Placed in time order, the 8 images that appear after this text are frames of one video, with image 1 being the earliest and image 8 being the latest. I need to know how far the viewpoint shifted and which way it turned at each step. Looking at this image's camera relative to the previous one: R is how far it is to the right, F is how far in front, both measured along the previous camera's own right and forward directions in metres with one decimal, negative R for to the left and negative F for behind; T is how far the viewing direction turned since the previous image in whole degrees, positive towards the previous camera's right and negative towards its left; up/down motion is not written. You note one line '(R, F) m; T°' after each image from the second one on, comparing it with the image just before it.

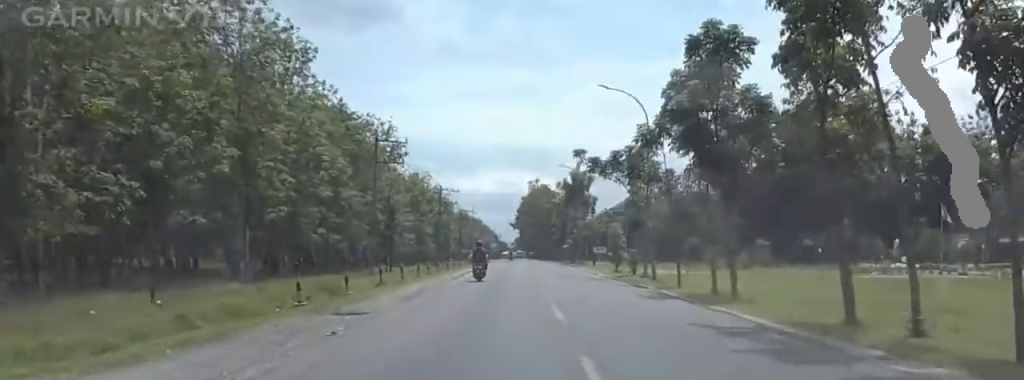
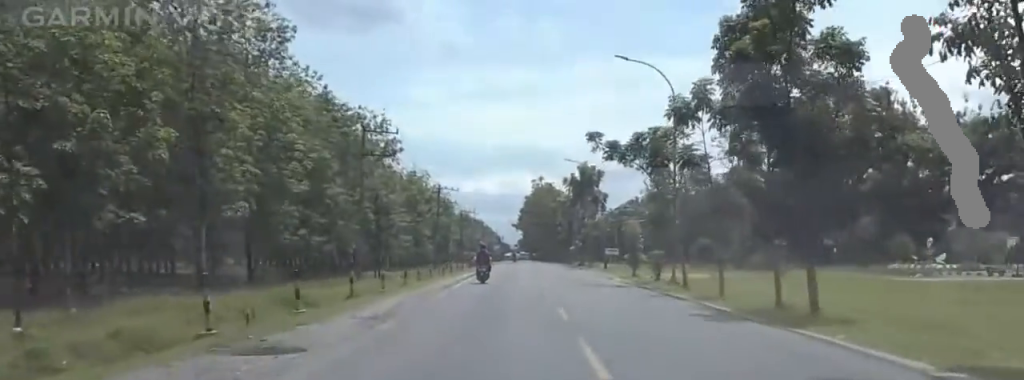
(0.0, +6.9) m; 0°
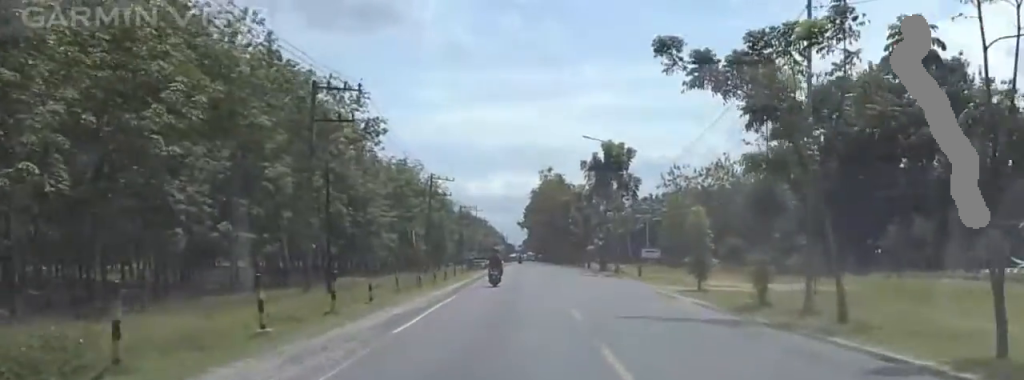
(0.0, +16.7) m; 0°
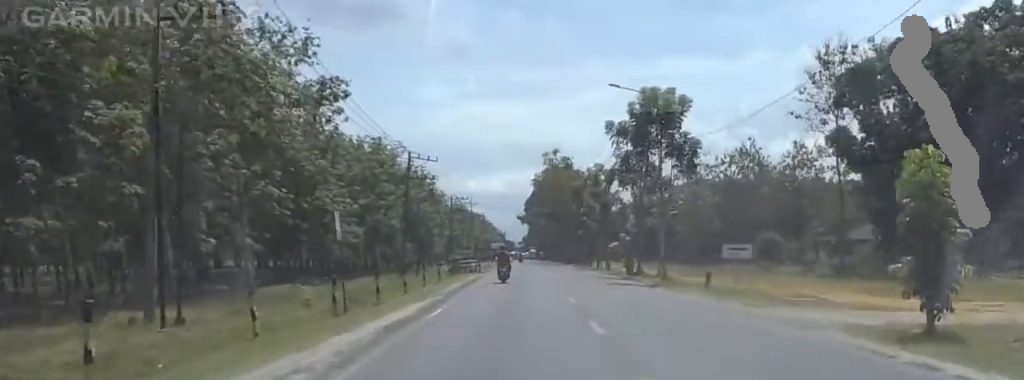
(0.0, +19.0) m; 0°
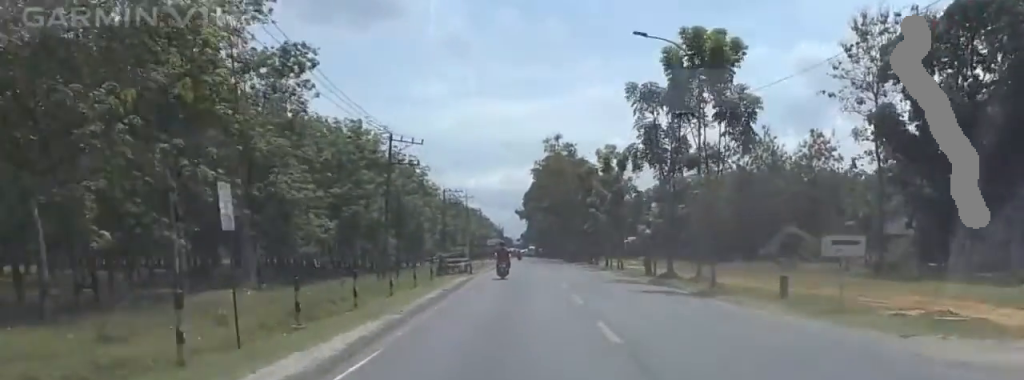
(0.0, +10.0) m; 0°
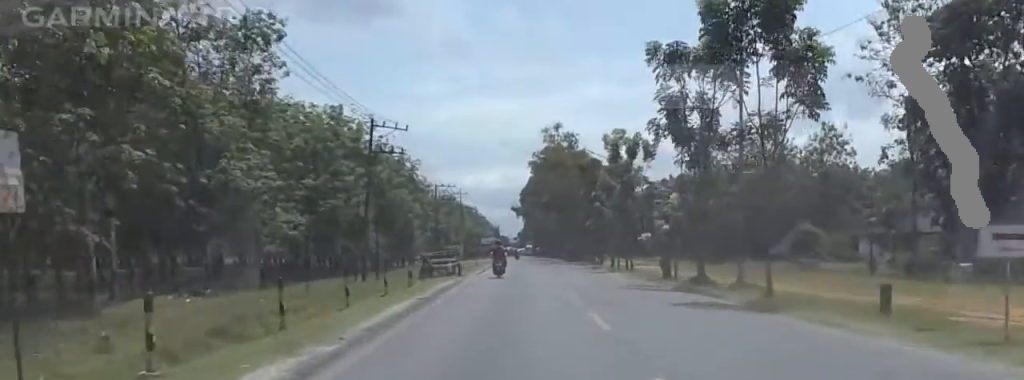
(0.0, +7.2) m; 0°
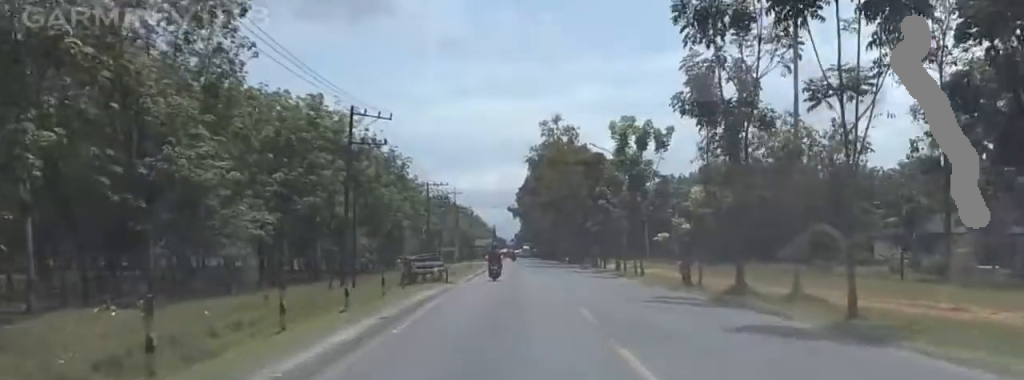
(0.0, +6.0) m; 0°
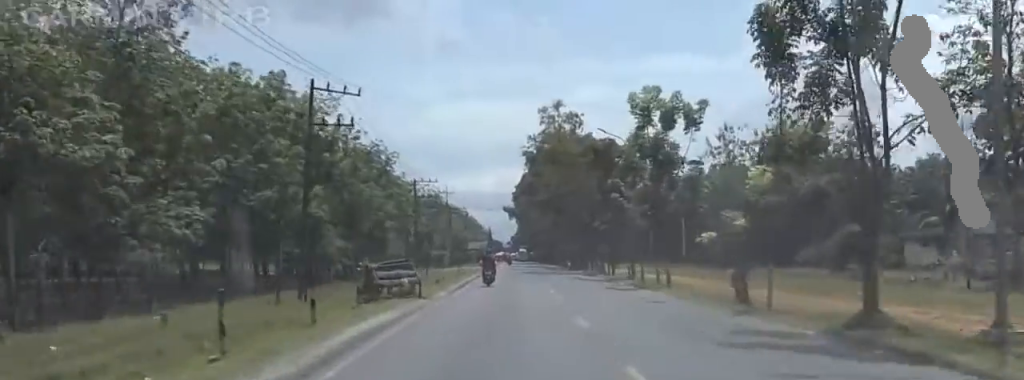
(0.0, +9.5) m; 0°
